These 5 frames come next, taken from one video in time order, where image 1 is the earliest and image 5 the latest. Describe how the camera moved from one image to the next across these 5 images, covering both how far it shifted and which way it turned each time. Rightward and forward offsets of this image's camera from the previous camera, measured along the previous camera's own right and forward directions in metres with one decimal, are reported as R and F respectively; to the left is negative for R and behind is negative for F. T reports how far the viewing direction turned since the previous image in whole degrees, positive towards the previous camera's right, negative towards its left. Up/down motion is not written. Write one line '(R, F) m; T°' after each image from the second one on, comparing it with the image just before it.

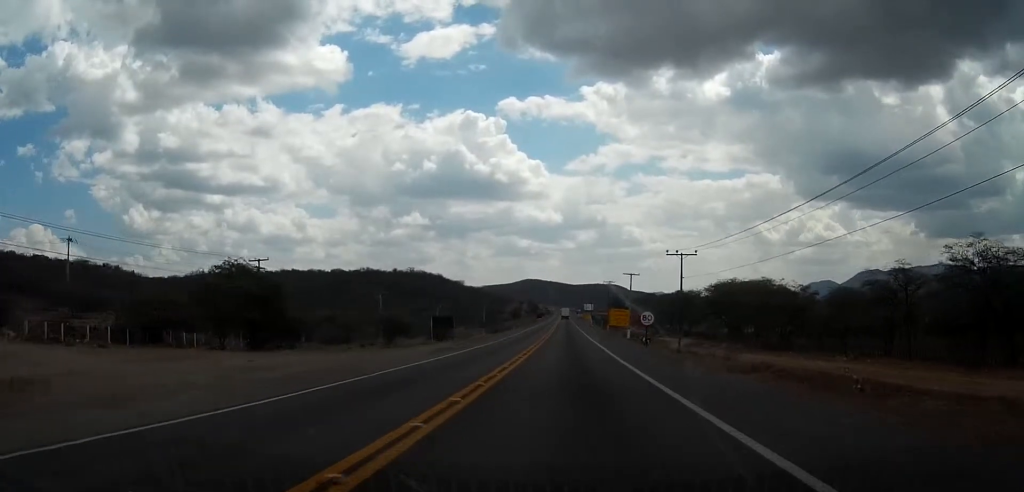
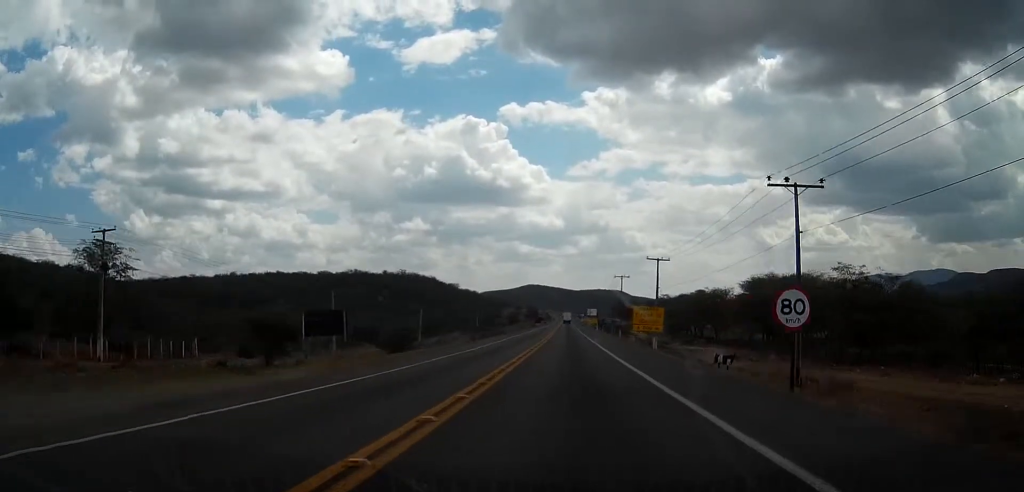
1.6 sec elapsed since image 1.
(-0.1, +29.2) m; -1°
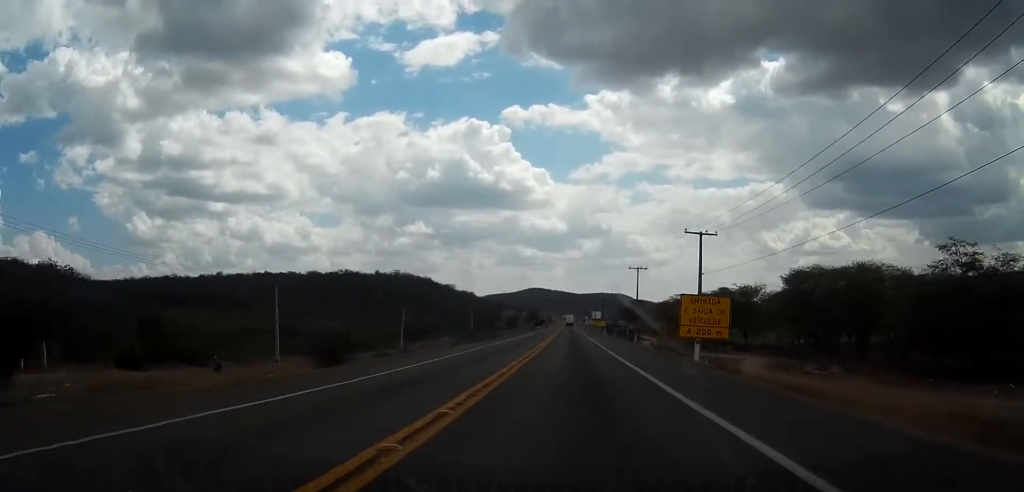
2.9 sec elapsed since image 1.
(-0.1, +22.8) m; 0°
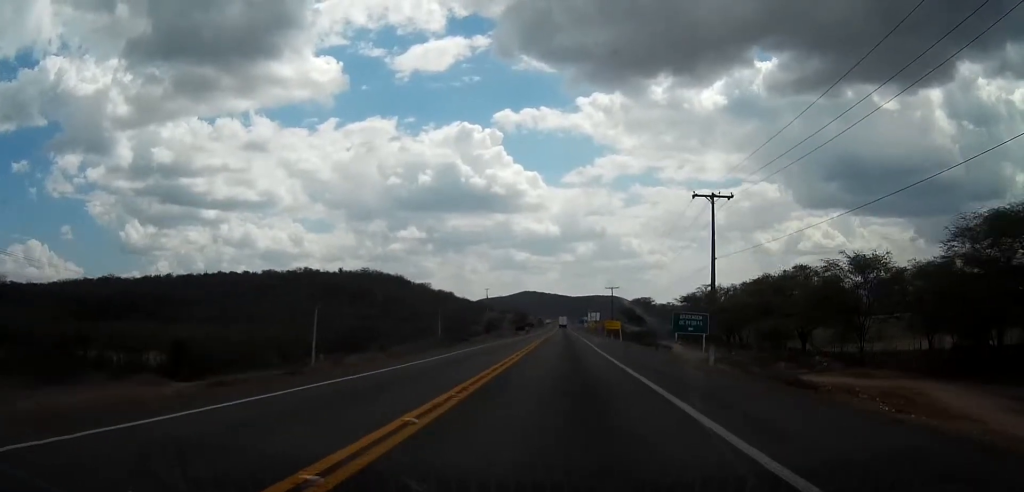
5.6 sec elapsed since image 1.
(+0.5, +53.6) m; +1°
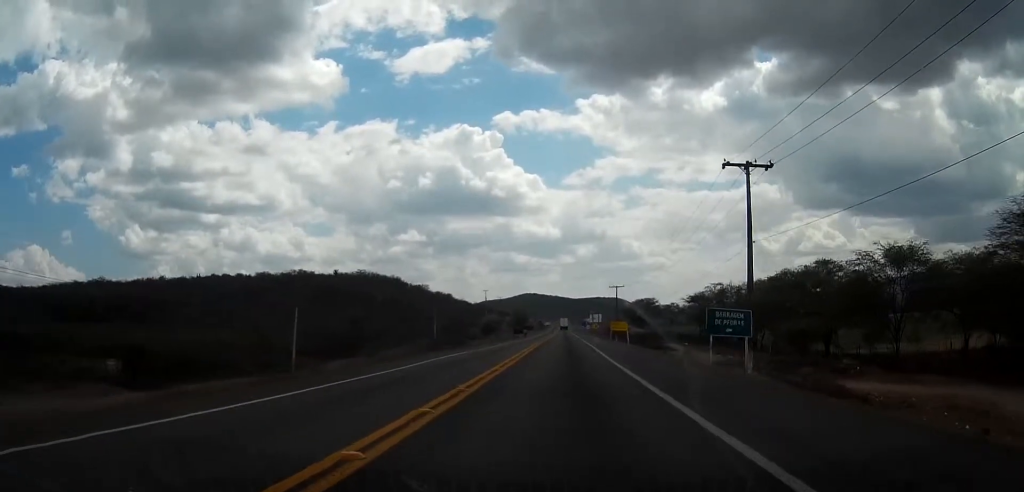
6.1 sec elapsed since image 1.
(0.0, +8.6) m; 0°
